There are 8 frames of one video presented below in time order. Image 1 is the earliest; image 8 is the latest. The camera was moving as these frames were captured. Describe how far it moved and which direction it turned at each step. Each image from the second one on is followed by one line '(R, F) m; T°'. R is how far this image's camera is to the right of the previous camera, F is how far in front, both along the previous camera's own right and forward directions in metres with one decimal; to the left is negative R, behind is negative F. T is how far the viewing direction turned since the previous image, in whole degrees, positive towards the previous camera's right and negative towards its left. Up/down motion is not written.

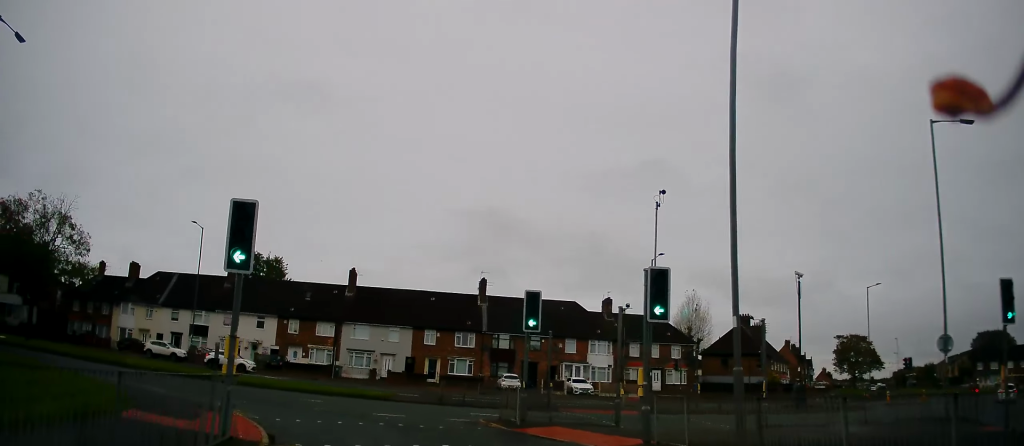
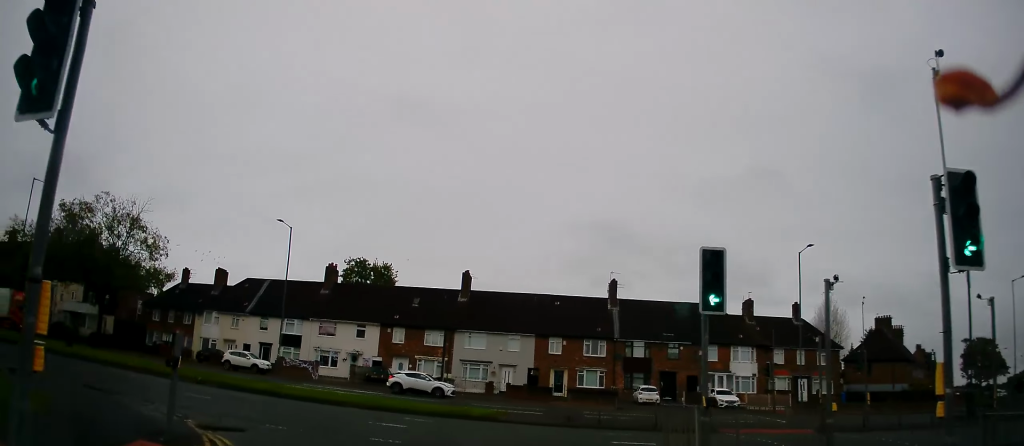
(-0.8, +6.0) m; -14°
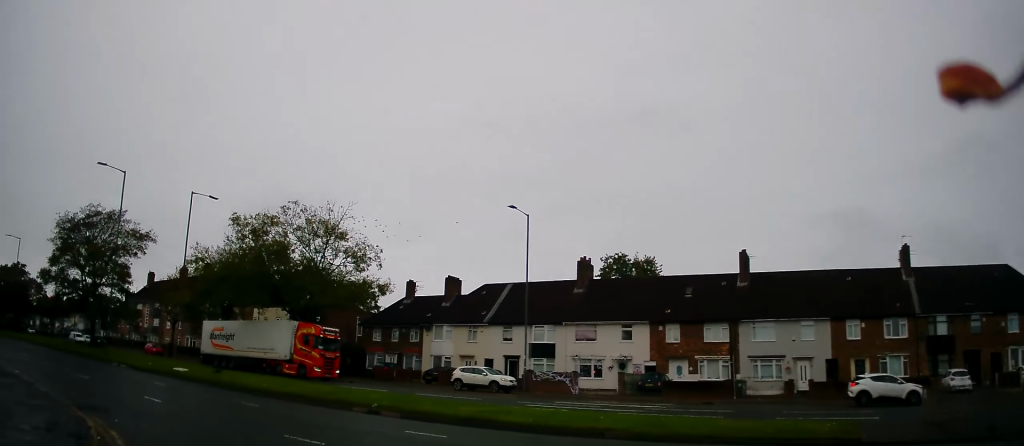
(-1.7, +8.6) m; -29°
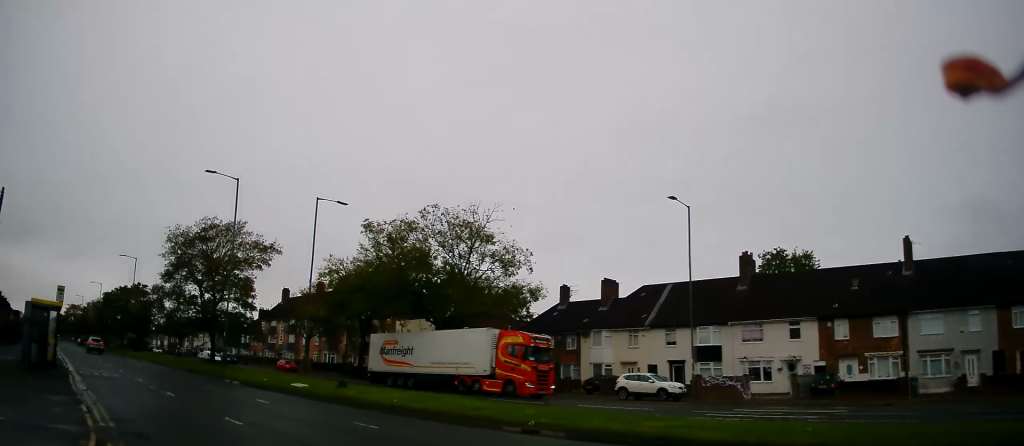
(-0.2, +3.2) m; -17°
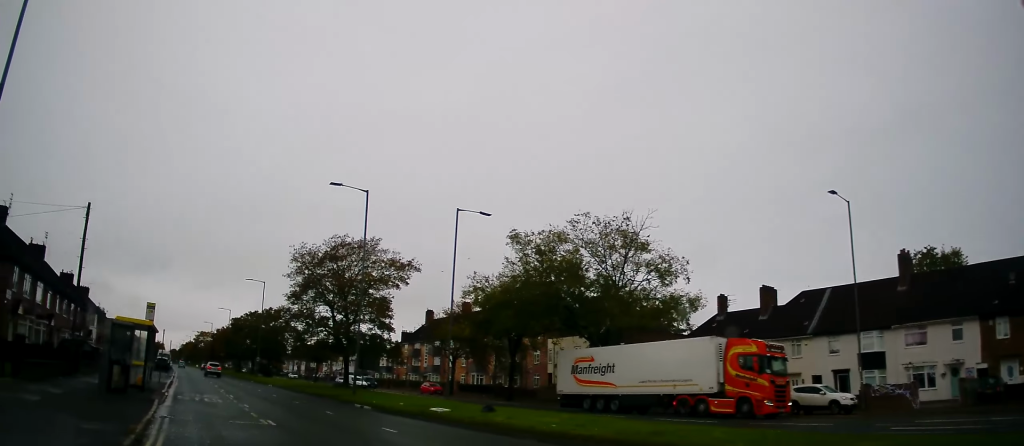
(-0.7, +2.7) m; -15°
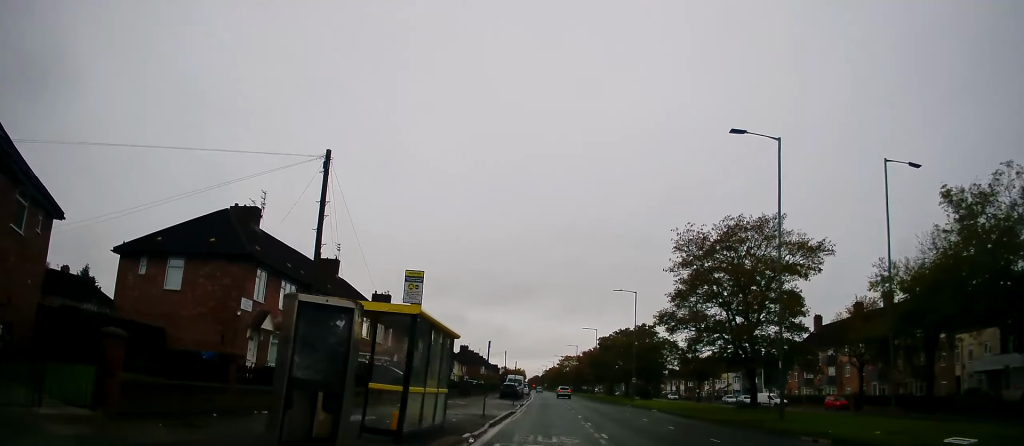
(-3.2, +9.7) m; -24°
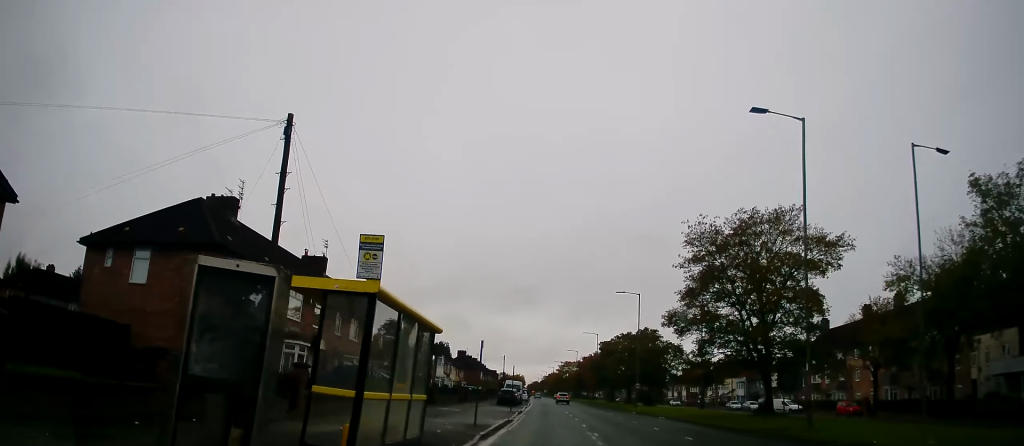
(+0.1, +2.5) m; 0°
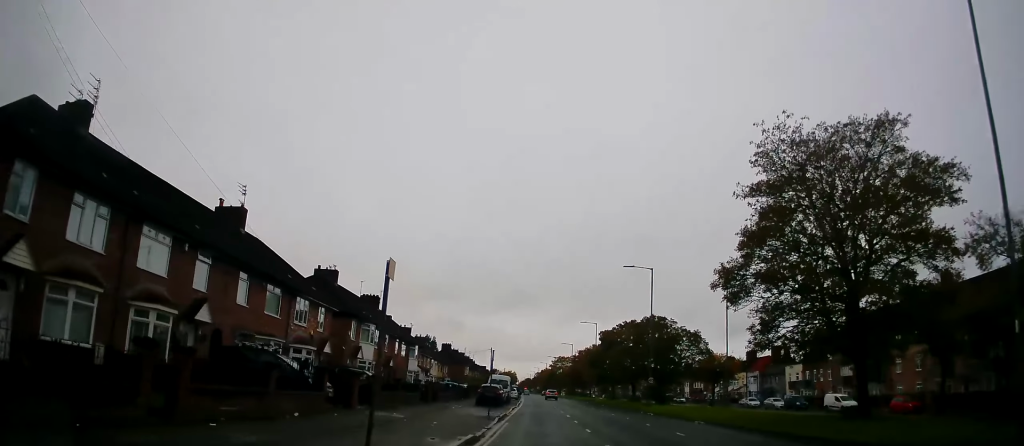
(0.0, +11.6) m; +1°
